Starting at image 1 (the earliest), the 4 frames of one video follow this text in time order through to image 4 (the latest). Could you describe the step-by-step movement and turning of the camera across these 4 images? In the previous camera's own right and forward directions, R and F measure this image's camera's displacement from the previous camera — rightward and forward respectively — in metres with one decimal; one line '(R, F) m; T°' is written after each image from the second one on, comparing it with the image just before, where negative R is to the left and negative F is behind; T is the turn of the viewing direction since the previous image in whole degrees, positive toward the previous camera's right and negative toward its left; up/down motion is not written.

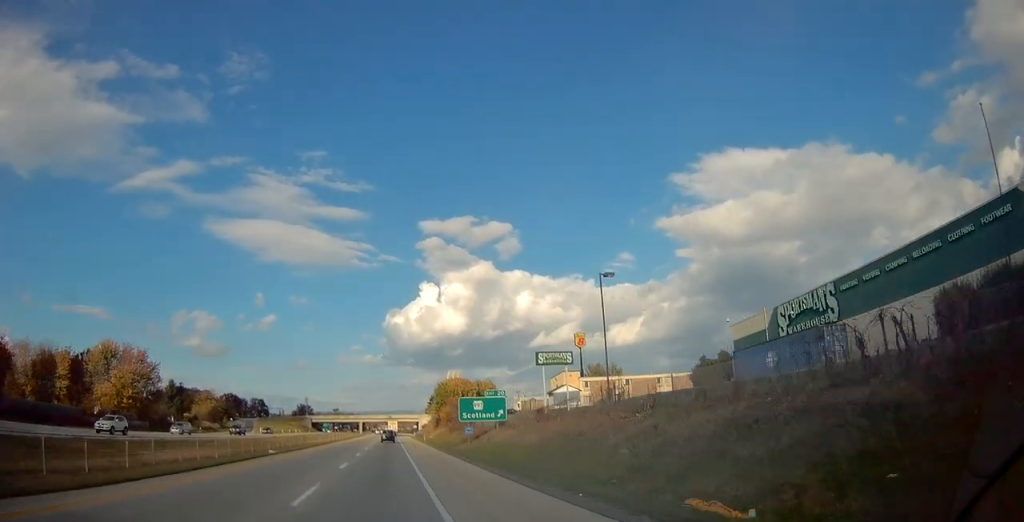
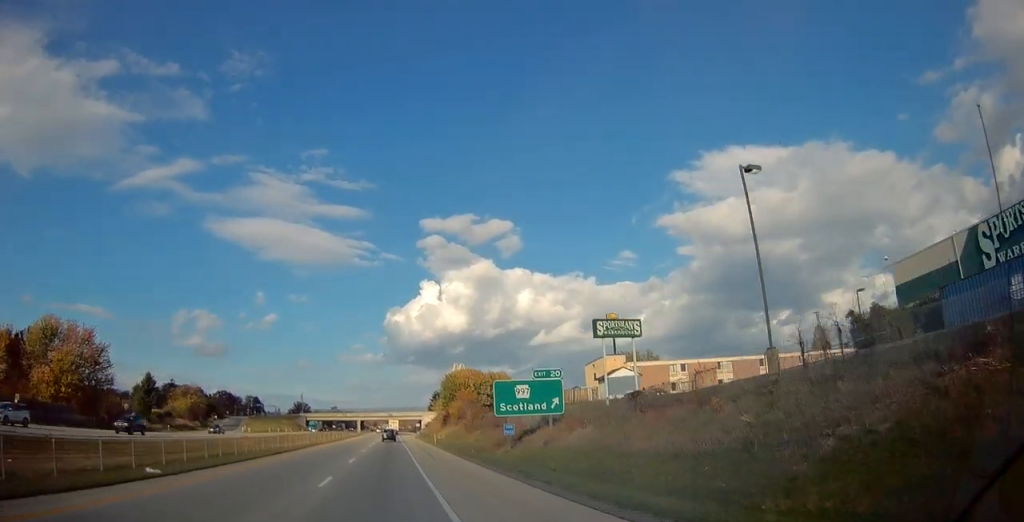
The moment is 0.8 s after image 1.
(-0.1, +20.8) m; 0°
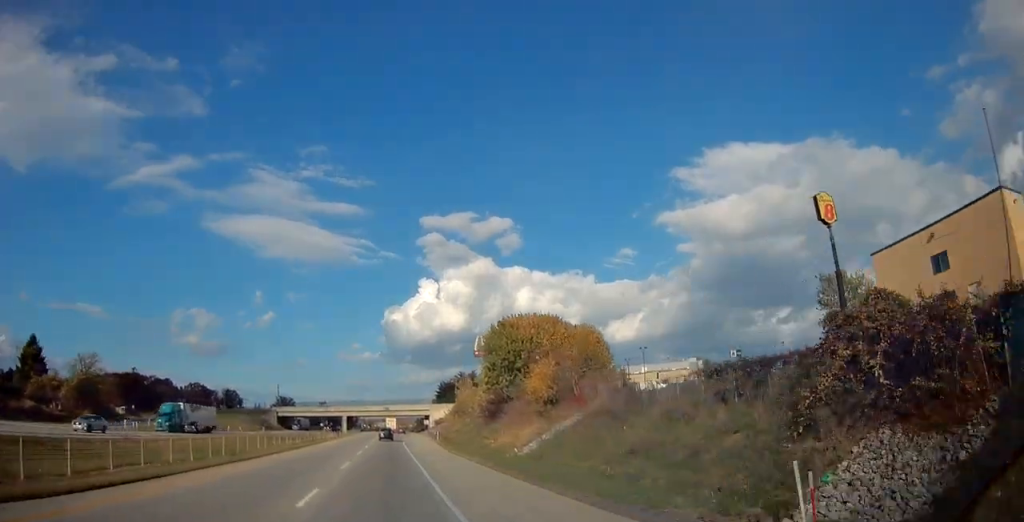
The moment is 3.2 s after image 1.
(+0.3, +66.3) m; 0°
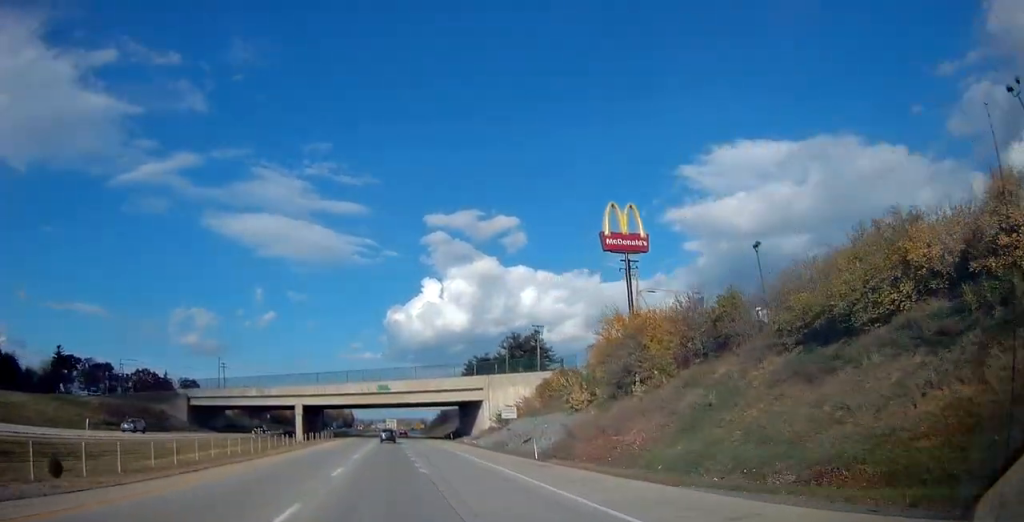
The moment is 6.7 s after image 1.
(-0.1, +98.2) m; 0°
